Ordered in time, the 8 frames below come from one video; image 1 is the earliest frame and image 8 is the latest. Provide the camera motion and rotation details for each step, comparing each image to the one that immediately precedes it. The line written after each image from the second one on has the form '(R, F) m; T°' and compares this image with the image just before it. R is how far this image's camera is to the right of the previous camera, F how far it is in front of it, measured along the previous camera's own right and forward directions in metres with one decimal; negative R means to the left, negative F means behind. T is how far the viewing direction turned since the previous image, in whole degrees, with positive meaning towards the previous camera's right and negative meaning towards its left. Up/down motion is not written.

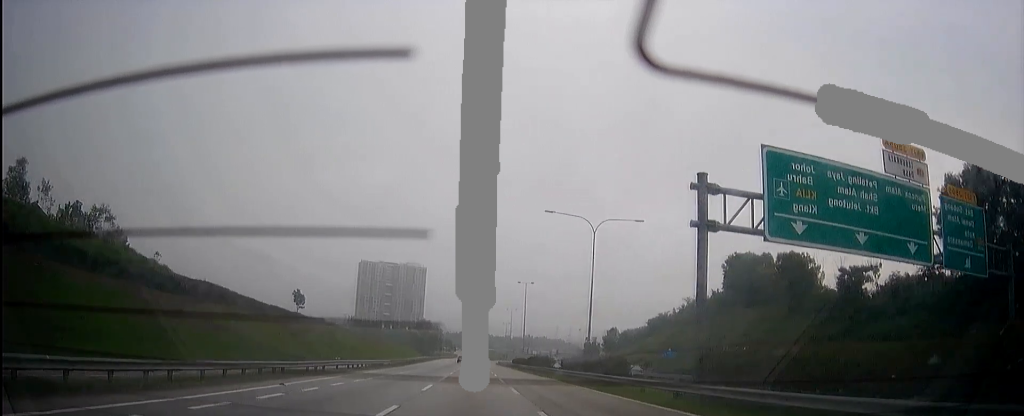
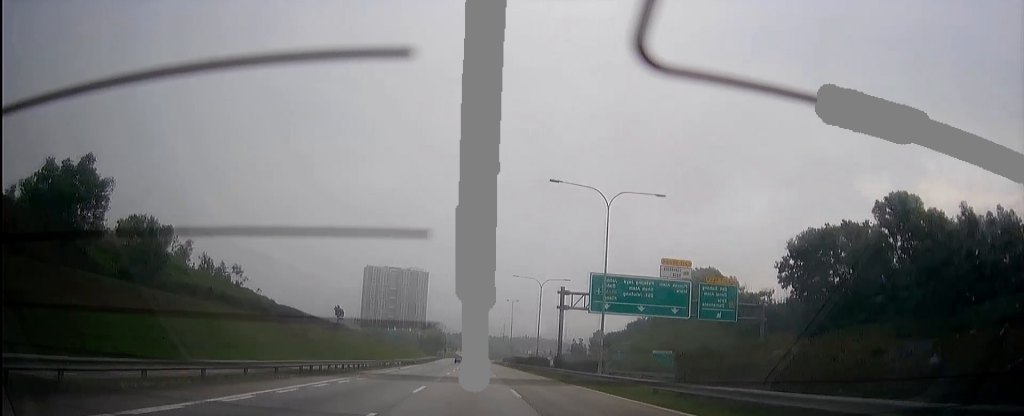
(+0.1, +33.9) m; 0°
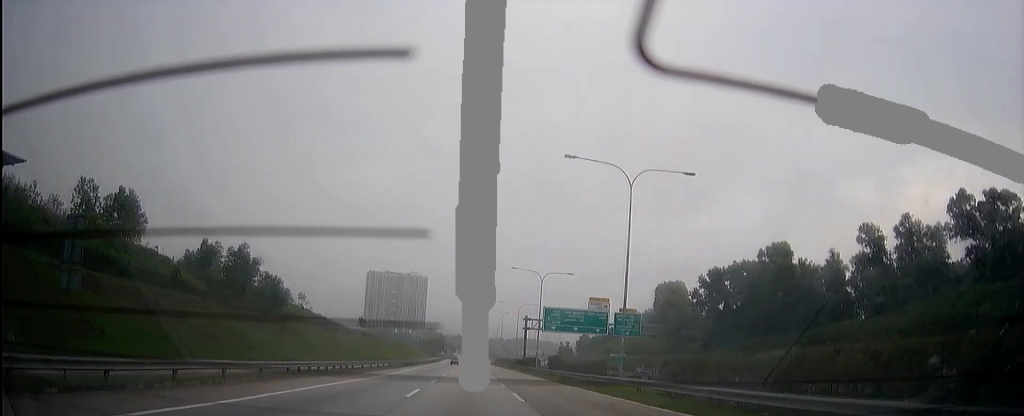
(-0.1, +35.4) m; 0°
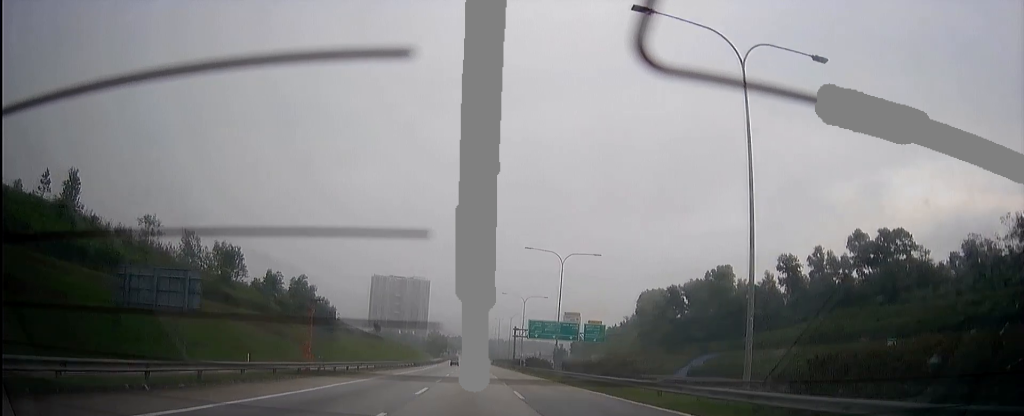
(0.0, +26.0) m; 0°
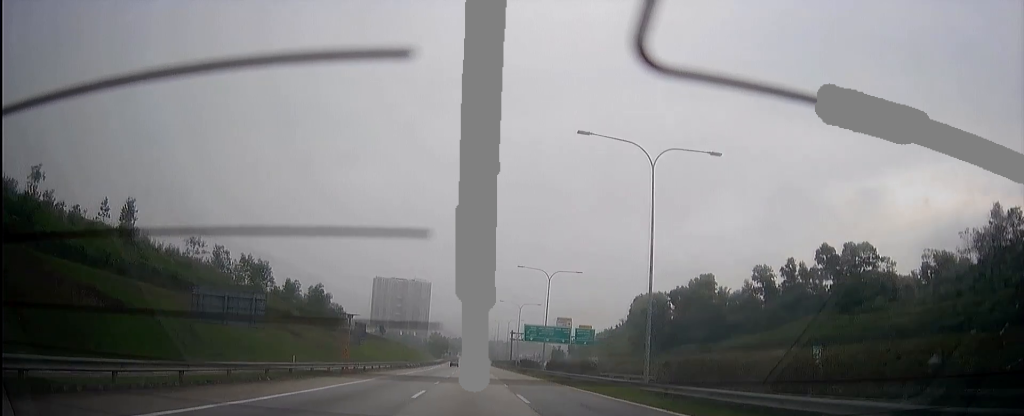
(0.0, +10.6) m; 0°
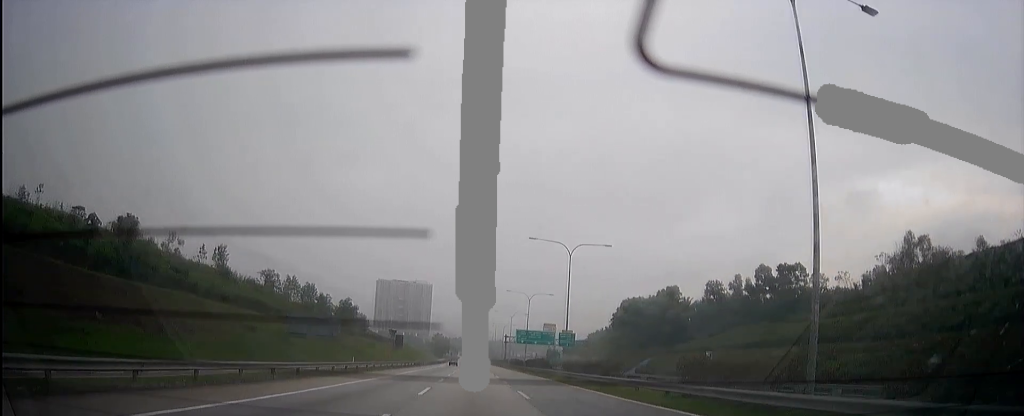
(+0.1, +26.0) m; 0°
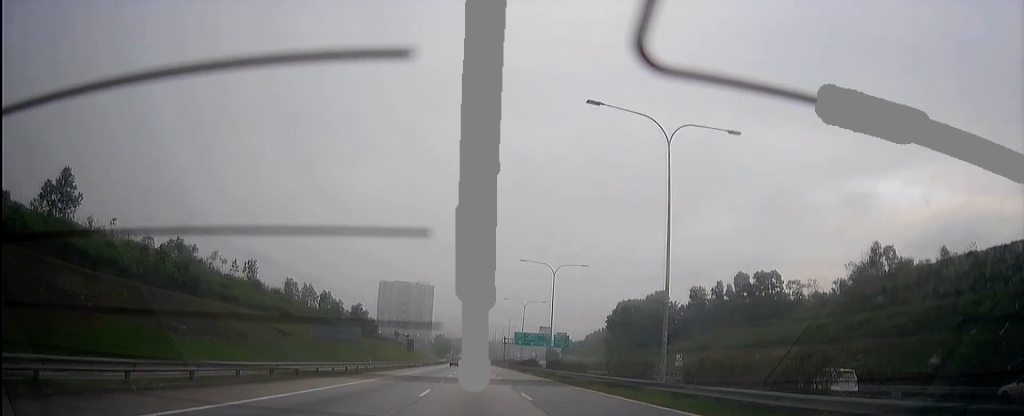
(0.0, +10.6) m; 0°
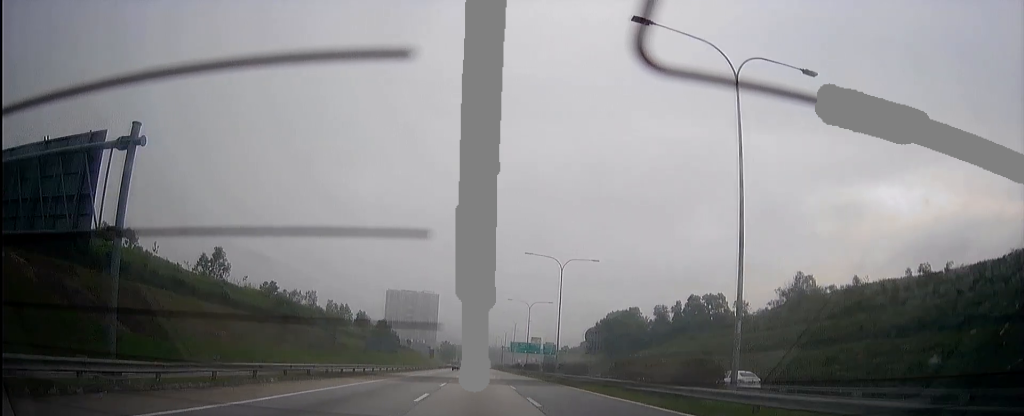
(0.0, +33.7) m; 0°
